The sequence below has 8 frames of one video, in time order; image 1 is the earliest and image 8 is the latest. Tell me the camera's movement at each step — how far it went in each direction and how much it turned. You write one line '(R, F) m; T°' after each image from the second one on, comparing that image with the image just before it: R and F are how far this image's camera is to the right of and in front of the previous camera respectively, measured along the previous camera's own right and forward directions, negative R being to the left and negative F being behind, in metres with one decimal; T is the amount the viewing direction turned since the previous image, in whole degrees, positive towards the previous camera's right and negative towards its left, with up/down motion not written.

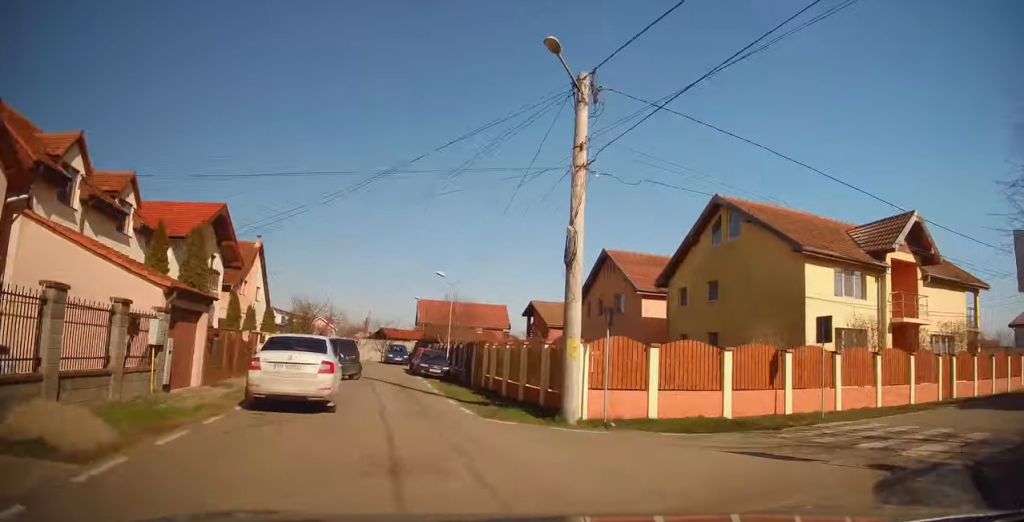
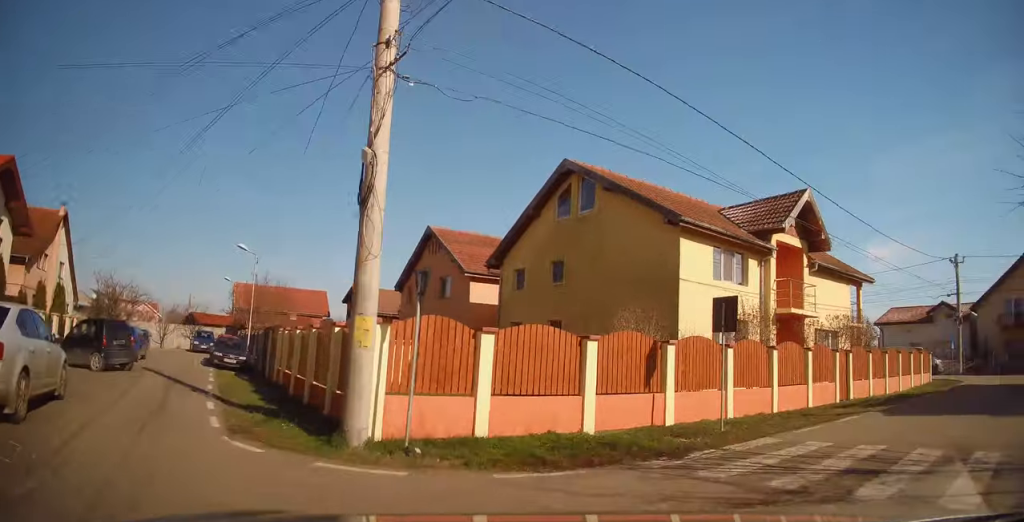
(+0.1, +4.9) m; +13°
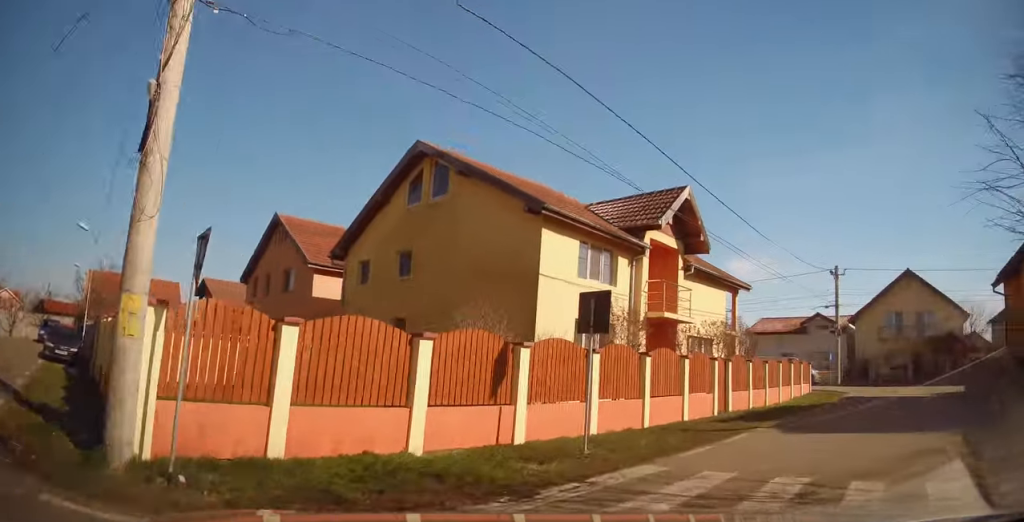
(+0.4, +2.4) m; +15°
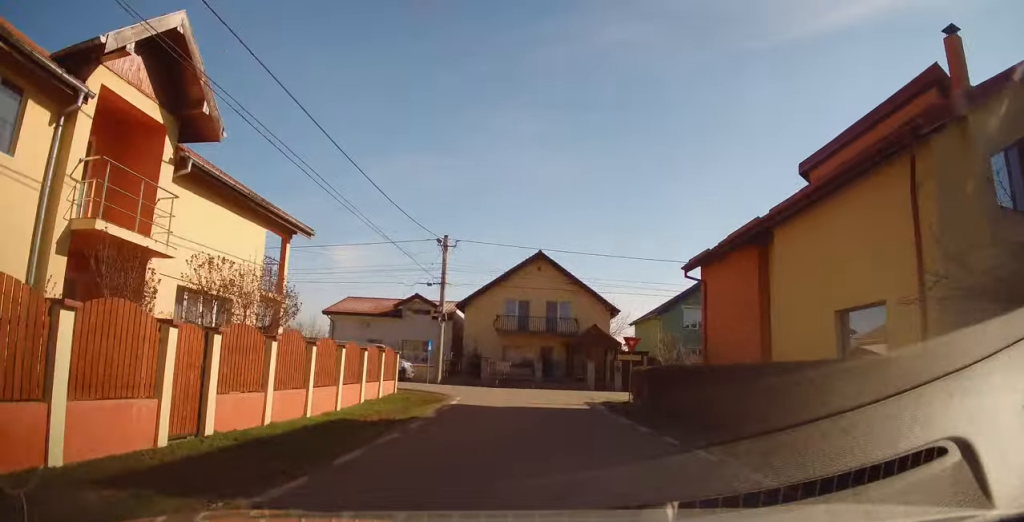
(+5.4, +8.1) m; +50°
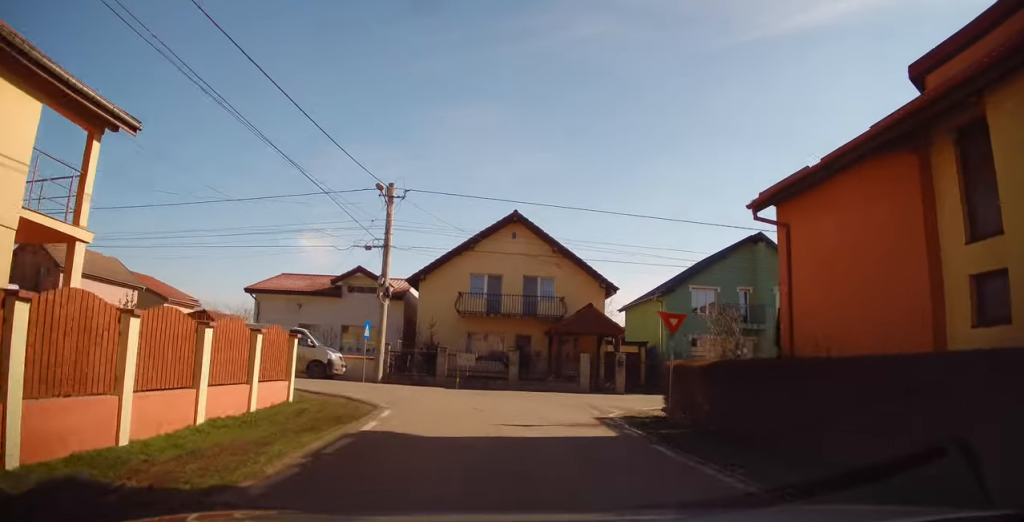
(+0.4, +6.6) m; +1°
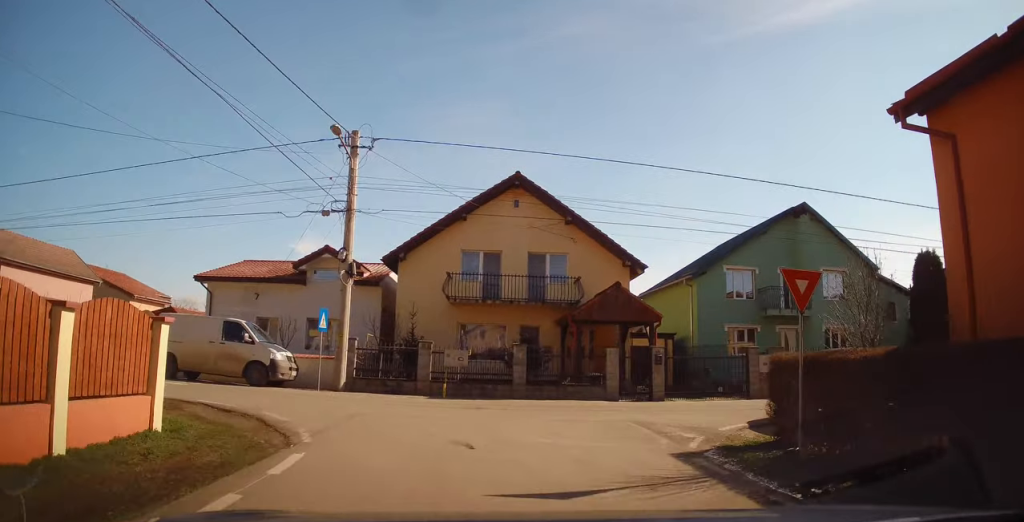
(-0.3, +4.7) m; +1°
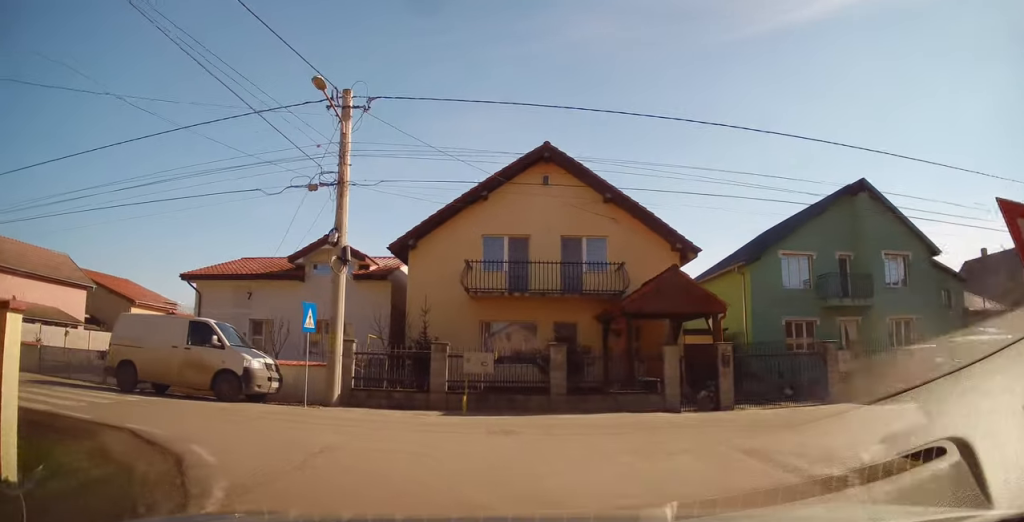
(+0.1, +3.1) m; 0°
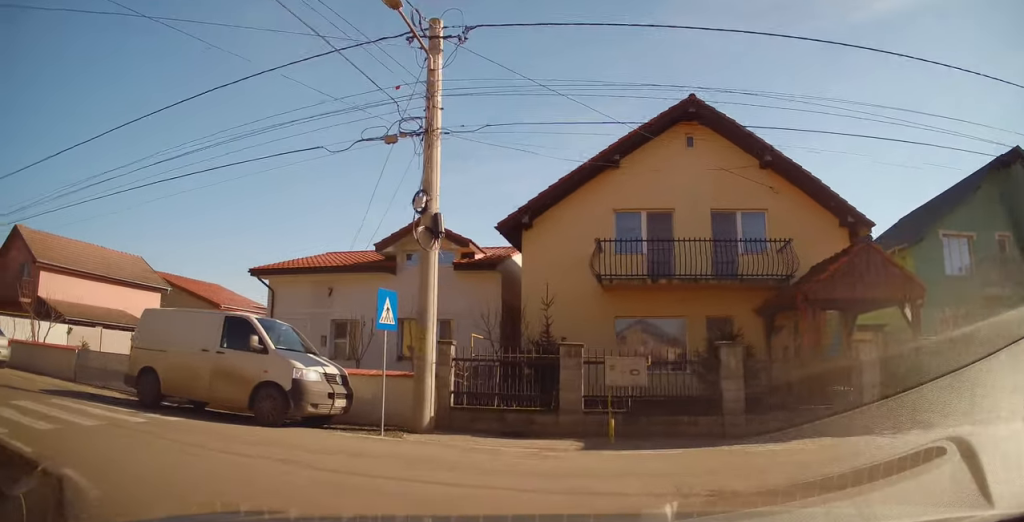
(0.0, +4.0) m; -10°
